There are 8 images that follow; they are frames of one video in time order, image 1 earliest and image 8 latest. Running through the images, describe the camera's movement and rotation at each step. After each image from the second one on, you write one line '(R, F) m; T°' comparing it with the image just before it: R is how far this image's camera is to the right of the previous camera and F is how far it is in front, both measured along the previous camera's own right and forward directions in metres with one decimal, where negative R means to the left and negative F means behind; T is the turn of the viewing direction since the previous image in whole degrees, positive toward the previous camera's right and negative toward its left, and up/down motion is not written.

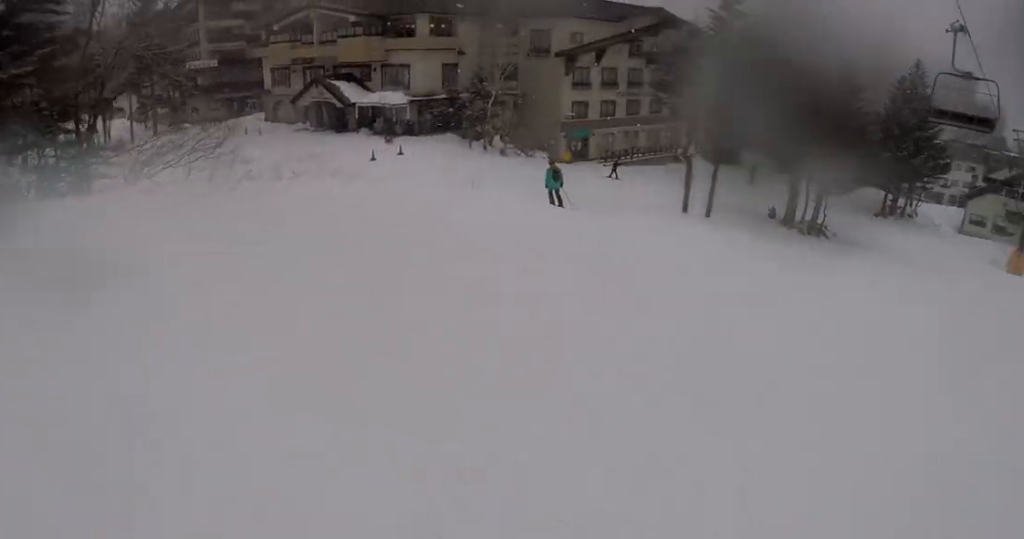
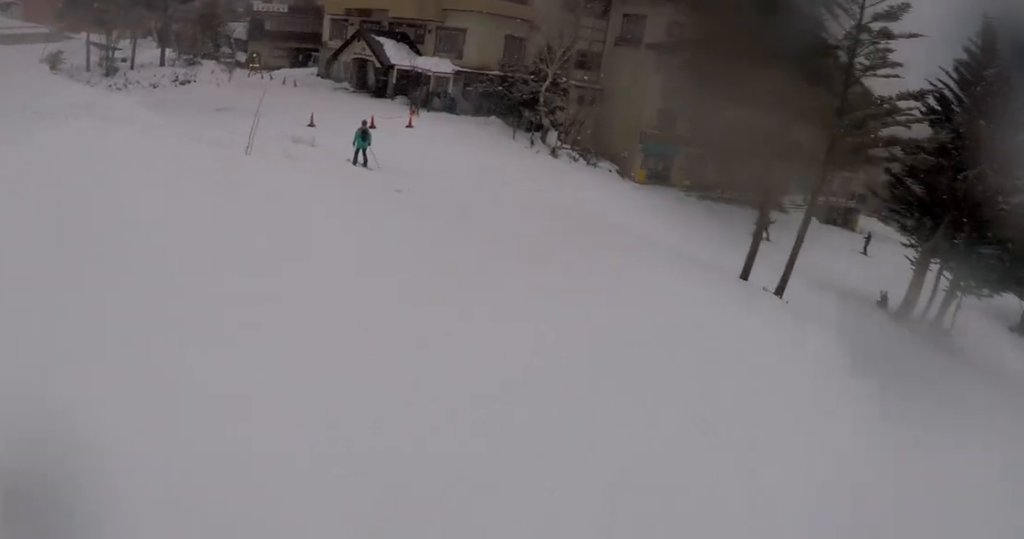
(+1.4, +11.0) m; -3°
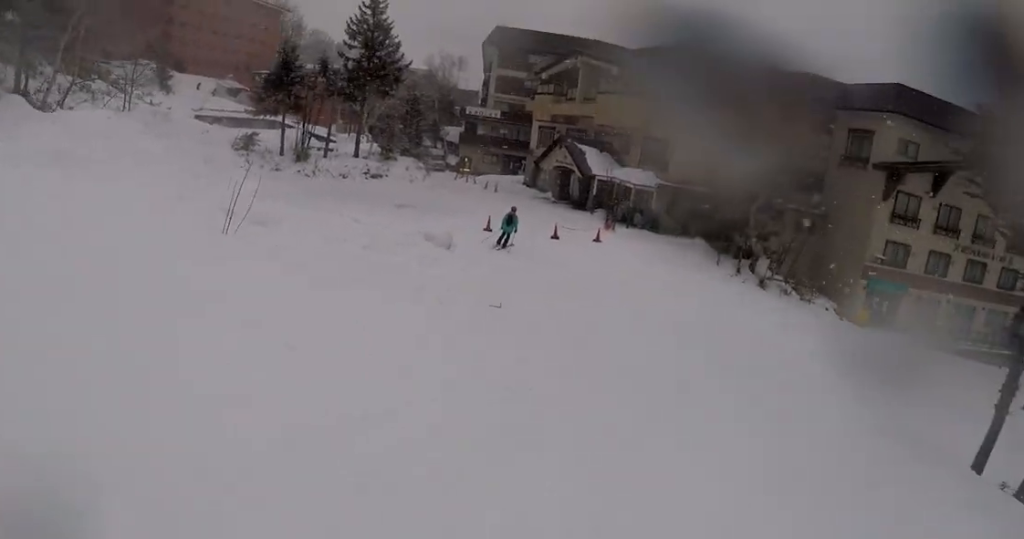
(-0.3, +3.6) m; -13°
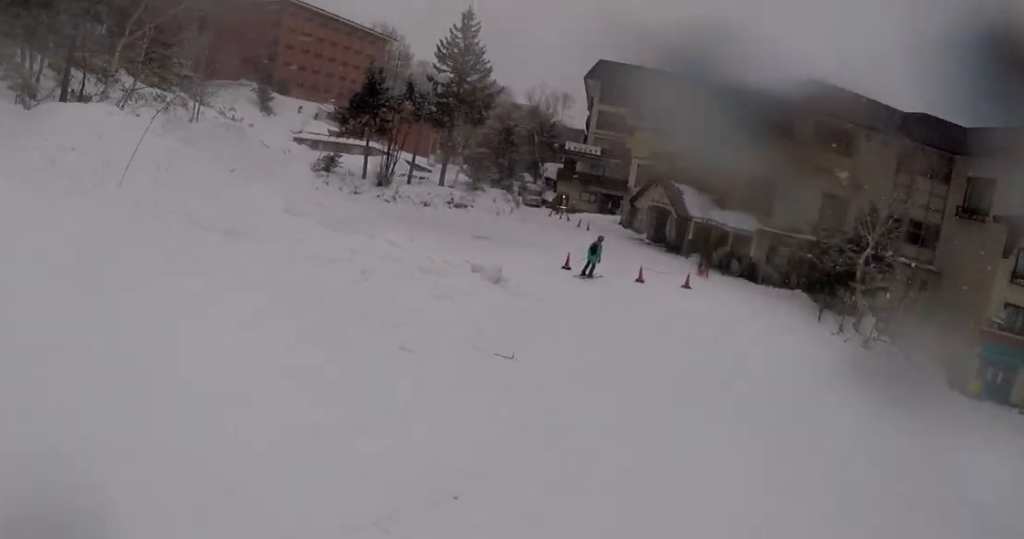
(-0.4, +2.4) m; -11°
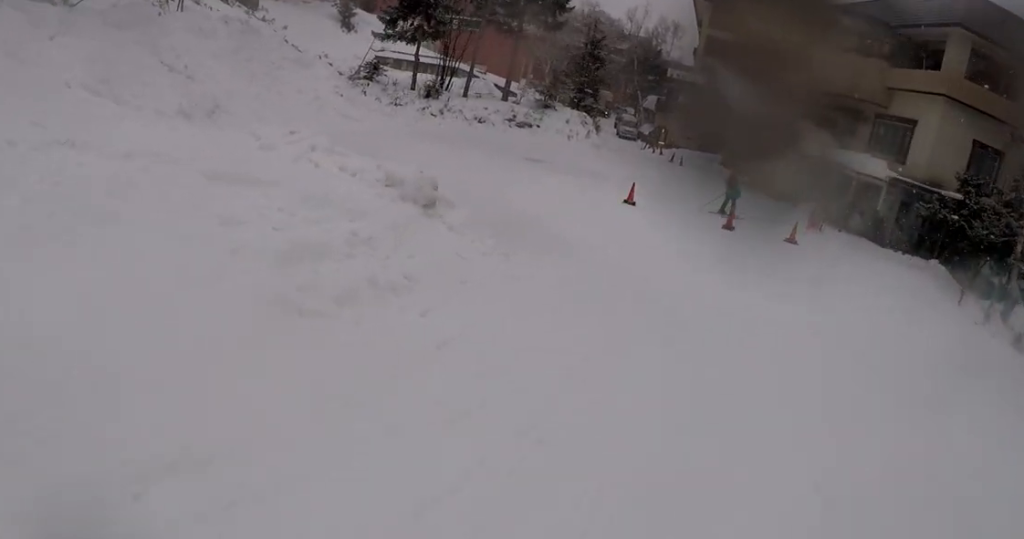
(-1.2, +5.9) m; -18°
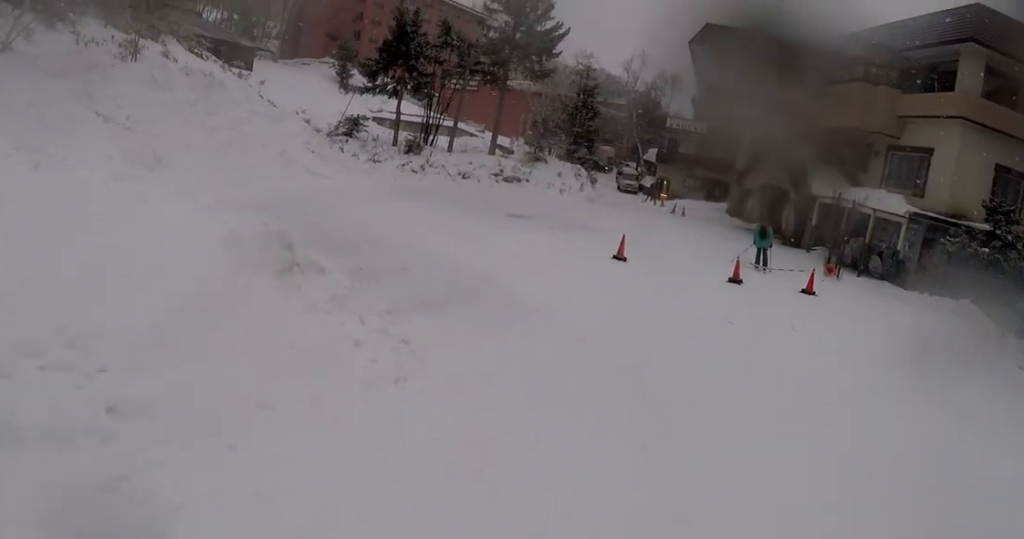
(-0.1, +2.5) m; -5°
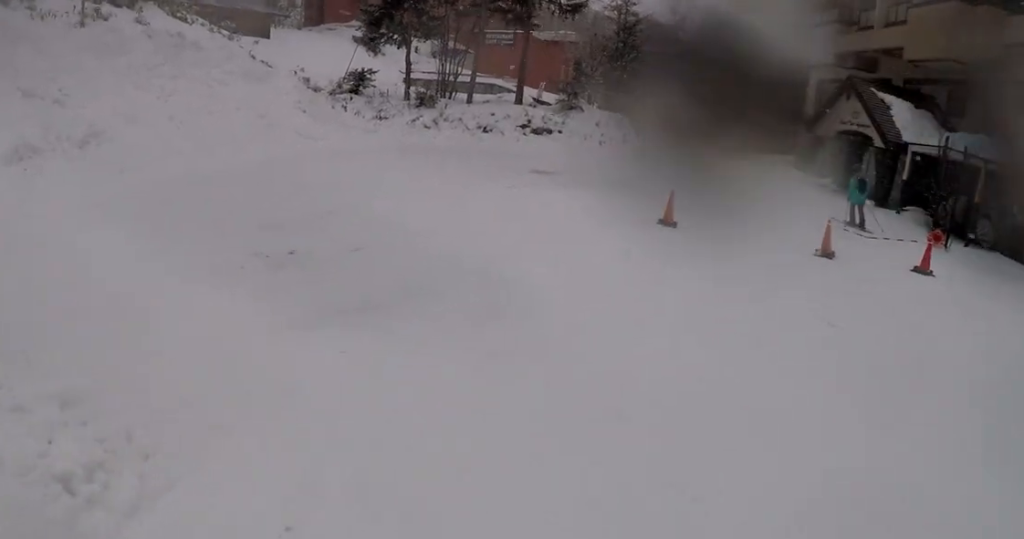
(-0.2, +3.6) m; -5°
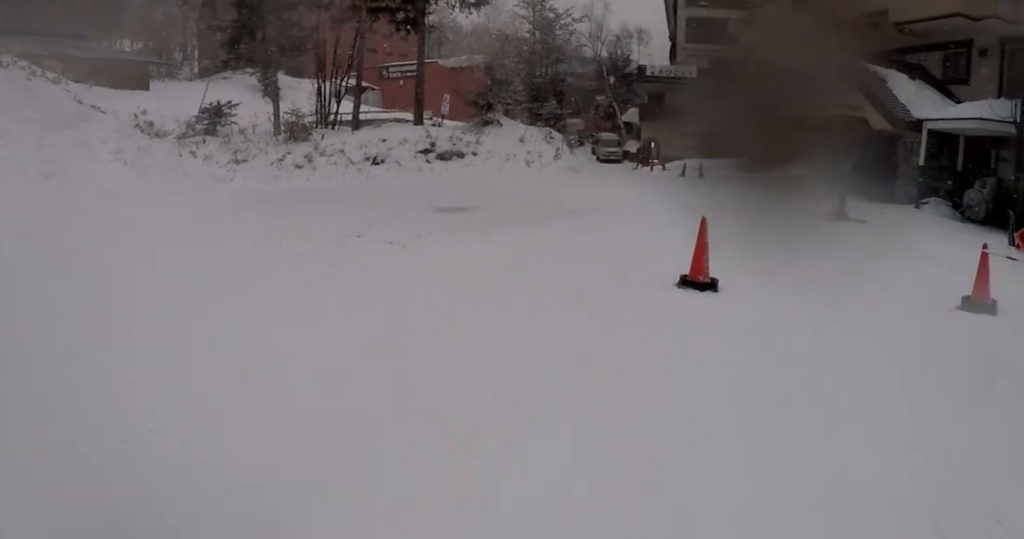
(-0.1, +5.2) m; +5°
